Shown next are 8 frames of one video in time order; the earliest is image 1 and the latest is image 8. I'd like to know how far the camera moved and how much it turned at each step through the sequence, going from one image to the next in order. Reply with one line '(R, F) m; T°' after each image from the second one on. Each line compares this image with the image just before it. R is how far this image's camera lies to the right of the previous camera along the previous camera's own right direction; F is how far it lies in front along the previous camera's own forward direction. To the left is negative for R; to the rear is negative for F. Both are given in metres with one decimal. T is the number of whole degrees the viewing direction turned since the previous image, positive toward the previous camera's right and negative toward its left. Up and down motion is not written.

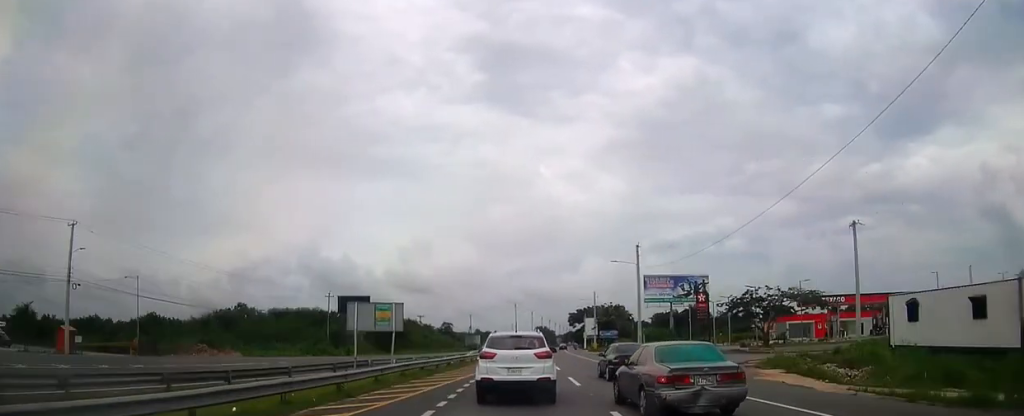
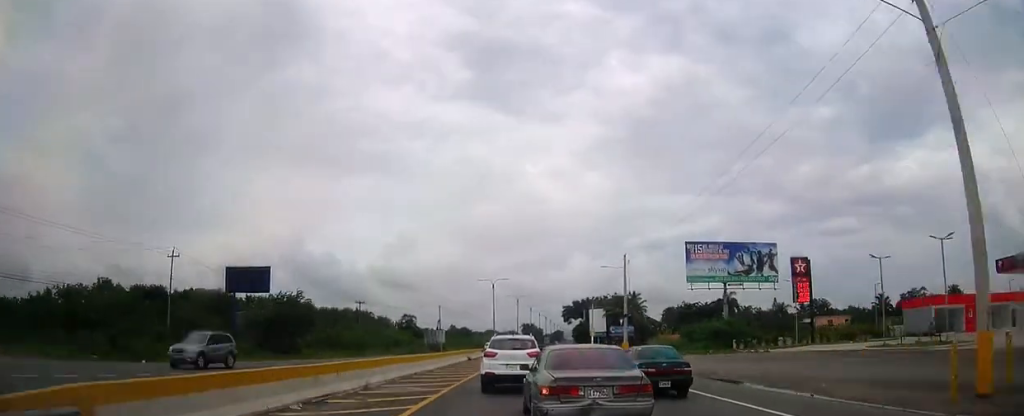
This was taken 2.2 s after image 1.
(+0.6, +46.7) m; +1°
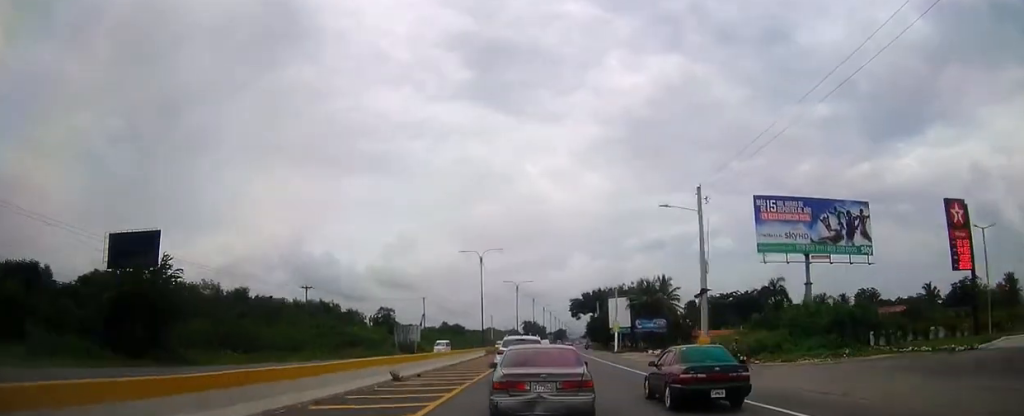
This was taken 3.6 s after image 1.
(+0.2, +29.8) m; +1°
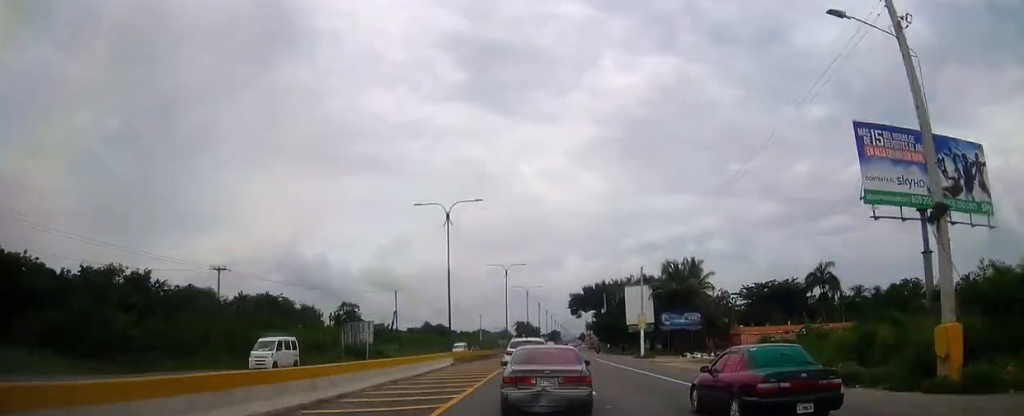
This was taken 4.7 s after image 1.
(0.0, +23.5) m; +1°
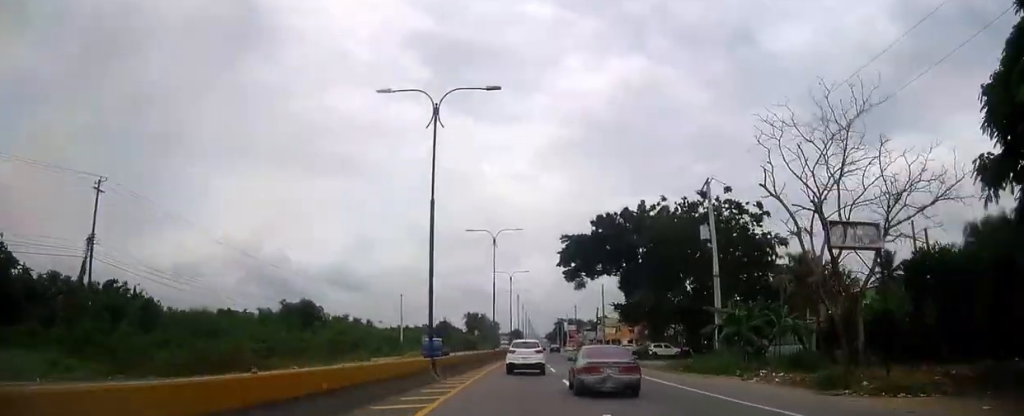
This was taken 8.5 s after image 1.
(+2.1, +82.2) m; +3°
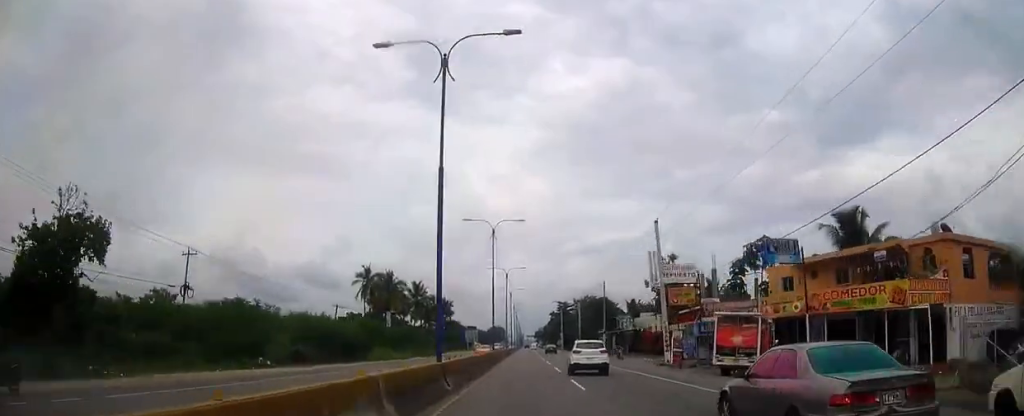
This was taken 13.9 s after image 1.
(+2.8, +124.1) m; +2°
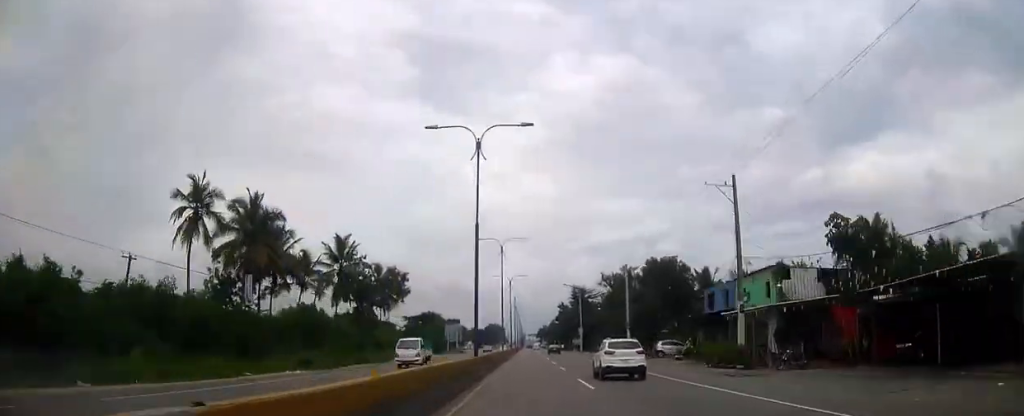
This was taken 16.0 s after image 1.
(+0.1, +50.6) m; 0°
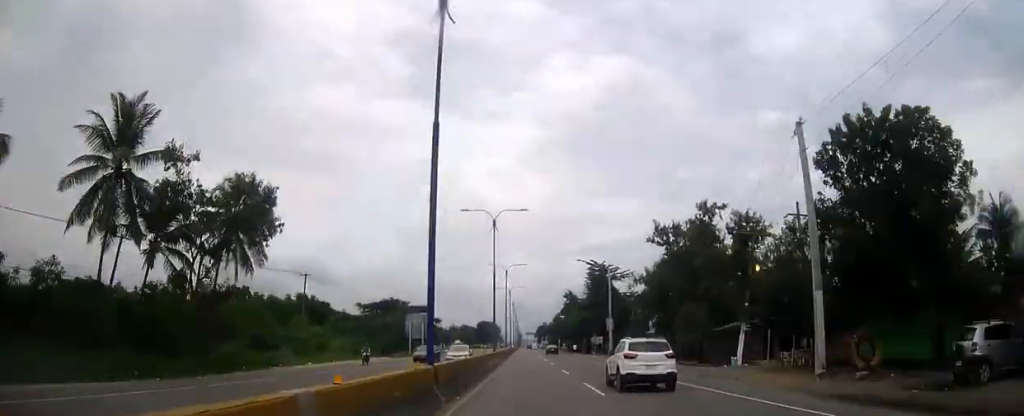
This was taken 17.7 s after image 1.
(-0.1, +41.4) m; 0°
